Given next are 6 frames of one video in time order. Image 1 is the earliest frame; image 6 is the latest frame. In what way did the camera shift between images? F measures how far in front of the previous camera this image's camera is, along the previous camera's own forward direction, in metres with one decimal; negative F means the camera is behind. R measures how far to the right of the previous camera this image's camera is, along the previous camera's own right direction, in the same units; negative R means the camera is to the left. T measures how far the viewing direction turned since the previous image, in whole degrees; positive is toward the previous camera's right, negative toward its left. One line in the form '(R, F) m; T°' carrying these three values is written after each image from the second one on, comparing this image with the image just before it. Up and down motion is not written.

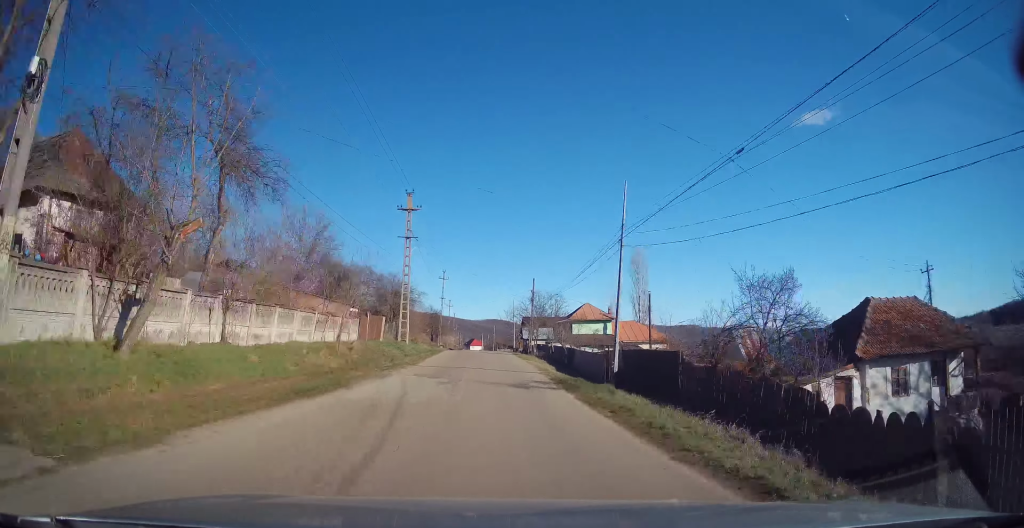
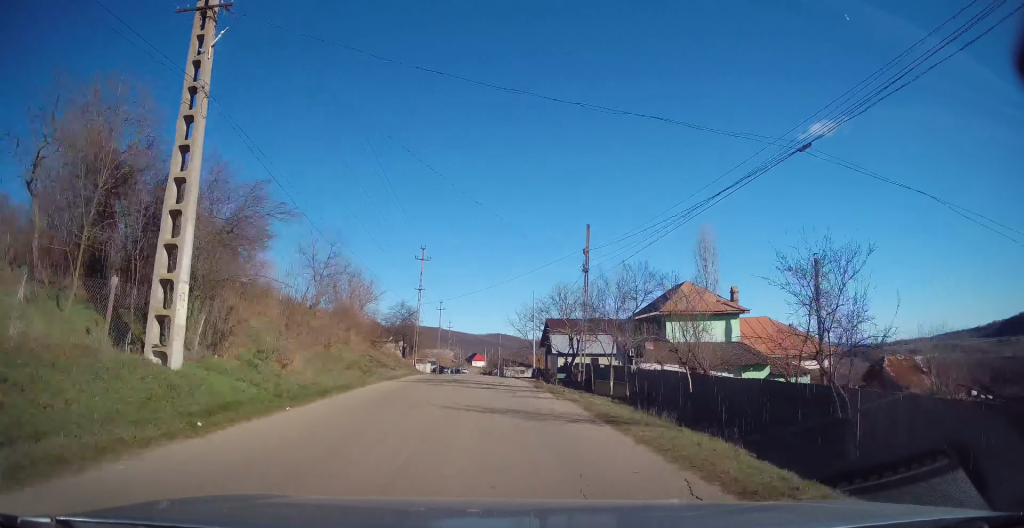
(-0.3, +31.5) m; -1°
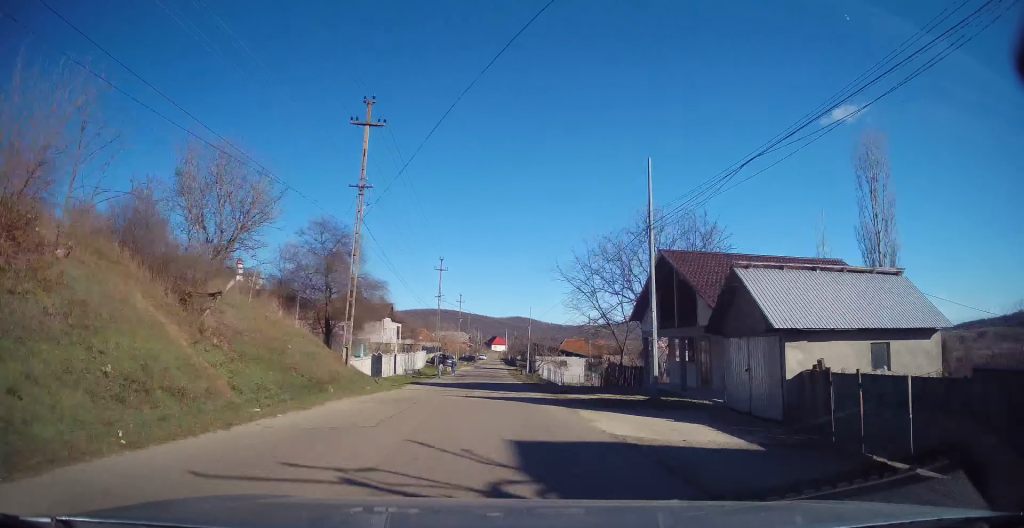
(-0.3, +32.1) m; -1°
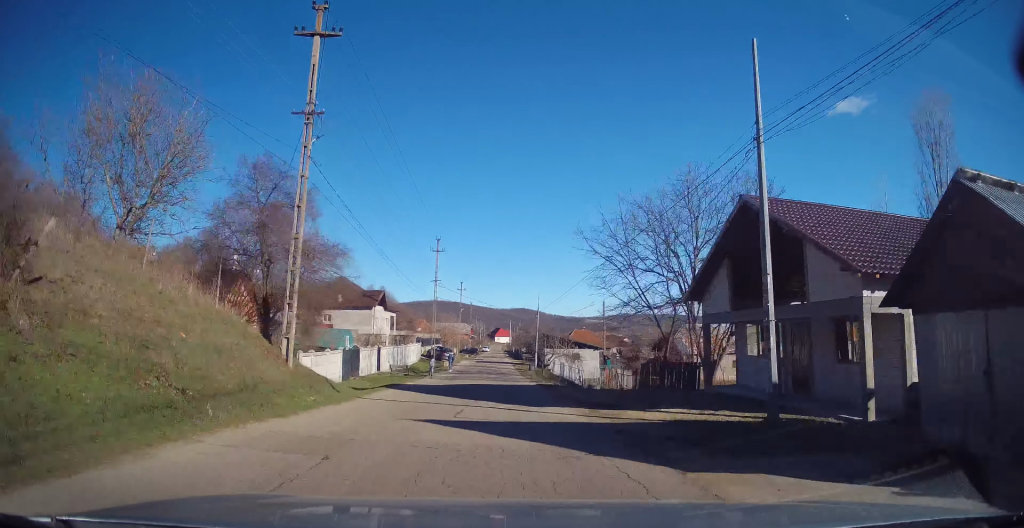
(+0.2, +7.4) m; 0°
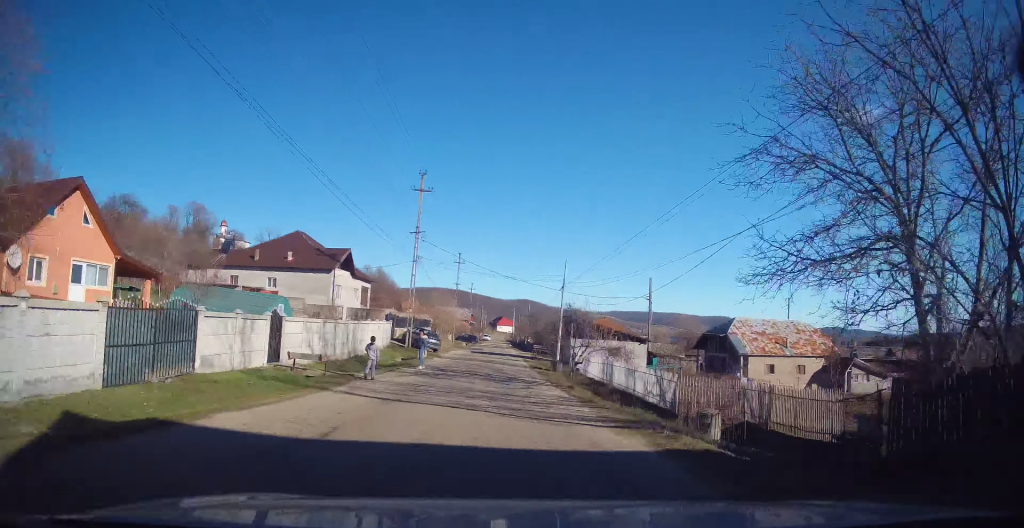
(+0.1, +17.3) m; 0°
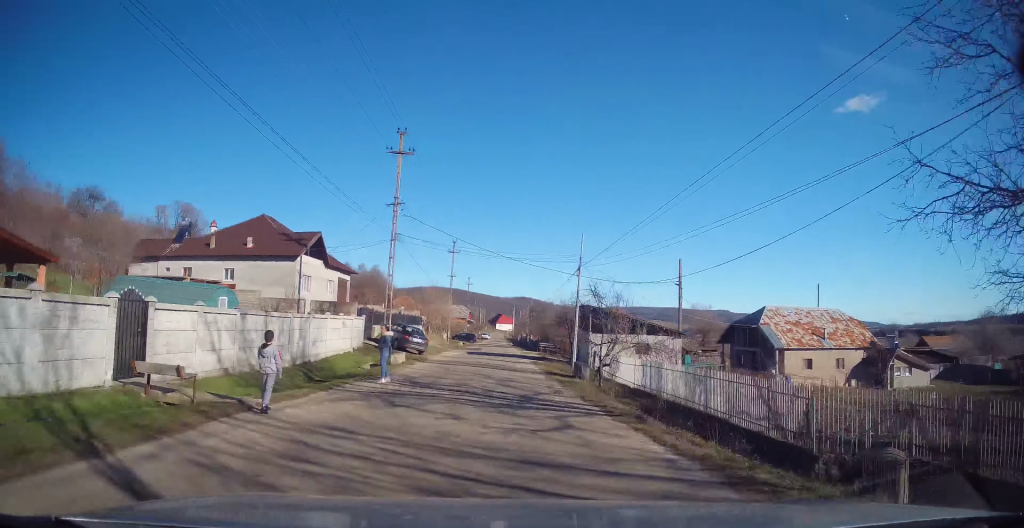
(-0.3, +7.8) m; 0°
